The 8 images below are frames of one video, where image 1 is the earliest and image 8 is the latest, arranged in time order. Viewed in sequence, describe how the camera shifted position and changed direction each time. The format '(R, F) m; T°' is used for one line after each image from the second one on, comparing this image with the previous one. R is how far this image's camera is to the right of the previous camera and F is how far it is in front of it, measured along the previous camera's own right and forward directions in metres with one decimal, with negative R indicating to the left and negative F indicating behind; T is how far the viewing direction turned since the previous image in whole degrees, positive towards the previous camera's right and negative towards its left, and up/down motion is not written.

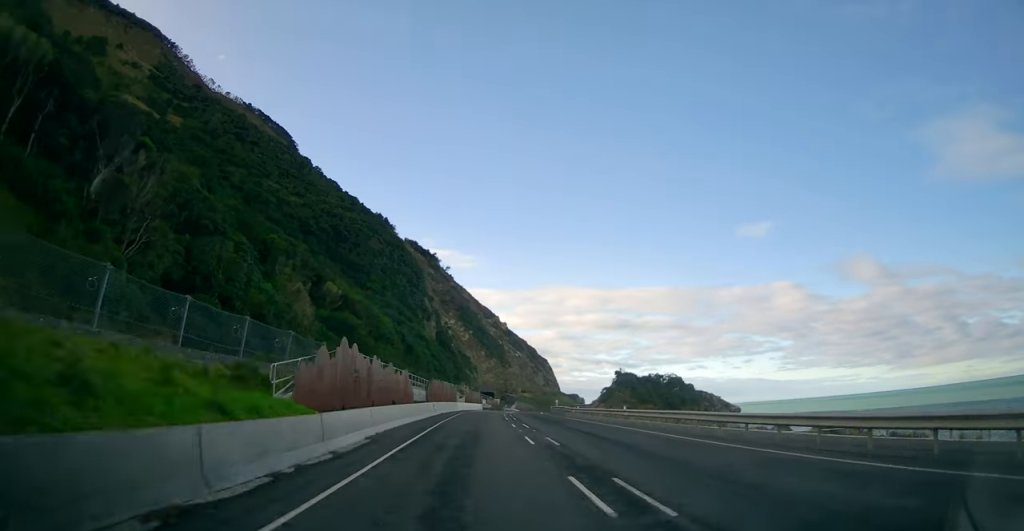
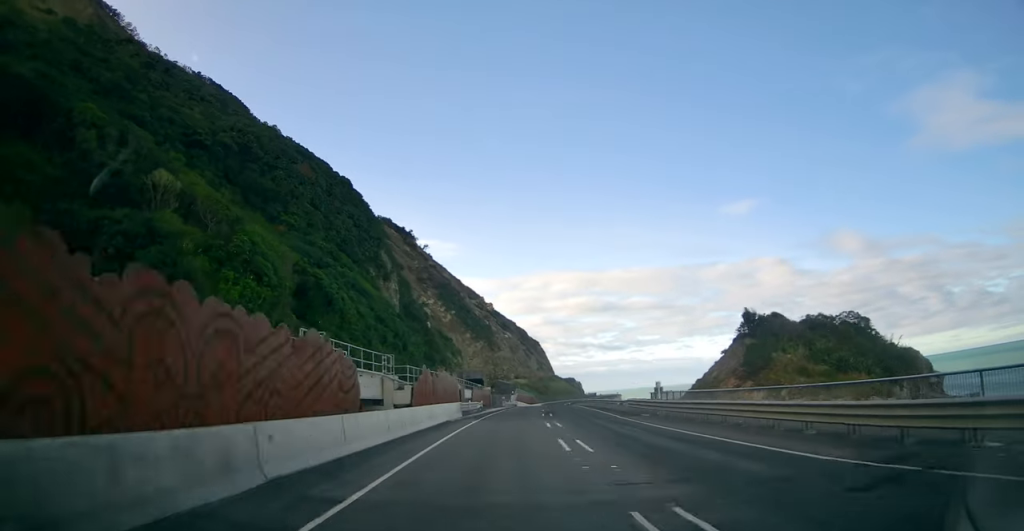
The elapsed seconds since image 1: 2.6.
(-1.4, +52.4) m; 0°
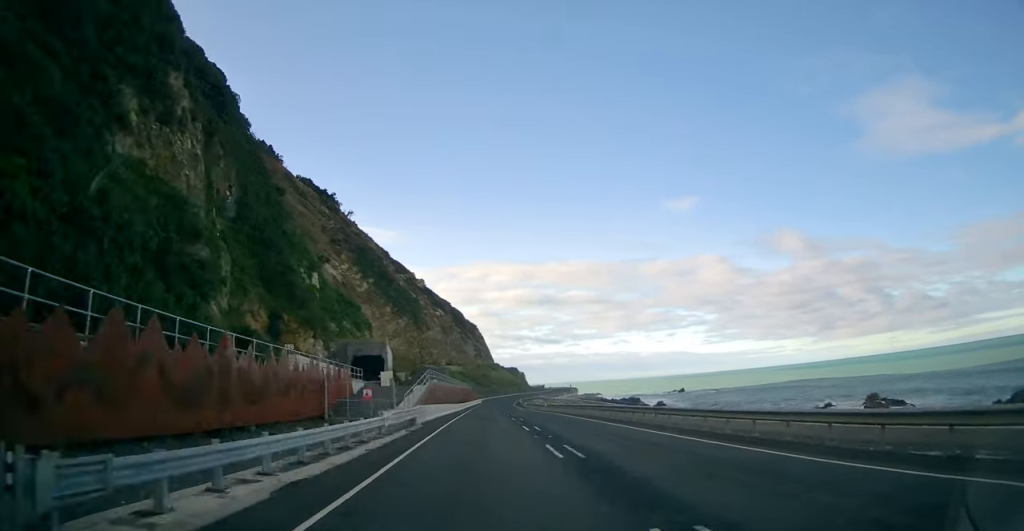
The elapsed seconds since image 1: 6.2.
(+3.0, +73.2) m; +4°
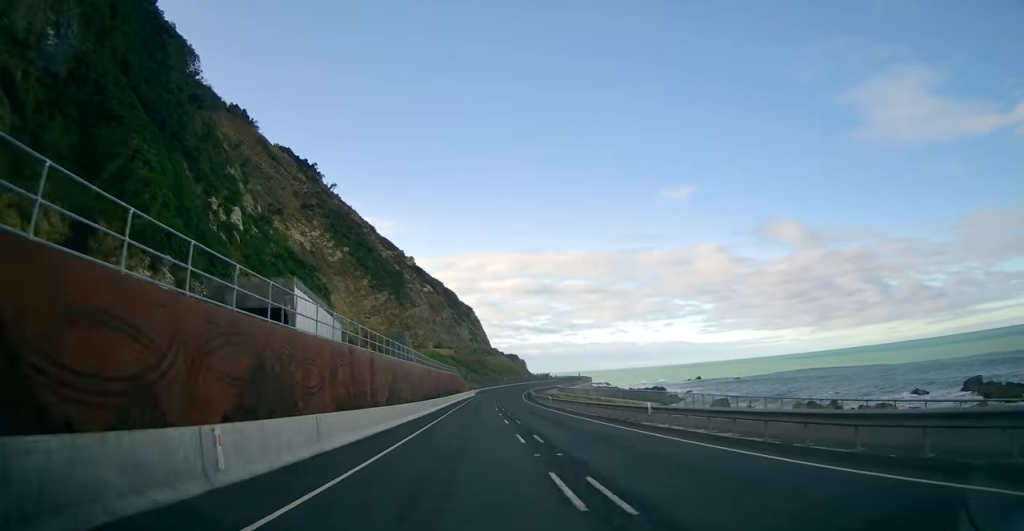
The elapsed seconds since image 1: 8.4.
(+0.6, +45.3) m; +1°
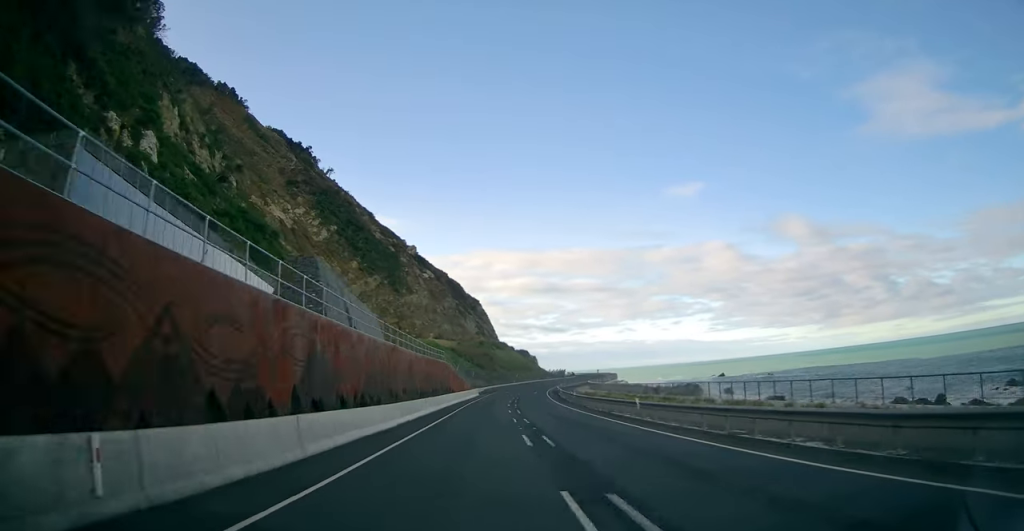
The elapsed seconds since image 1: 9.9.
(+0.1, +31.1) m; 0°
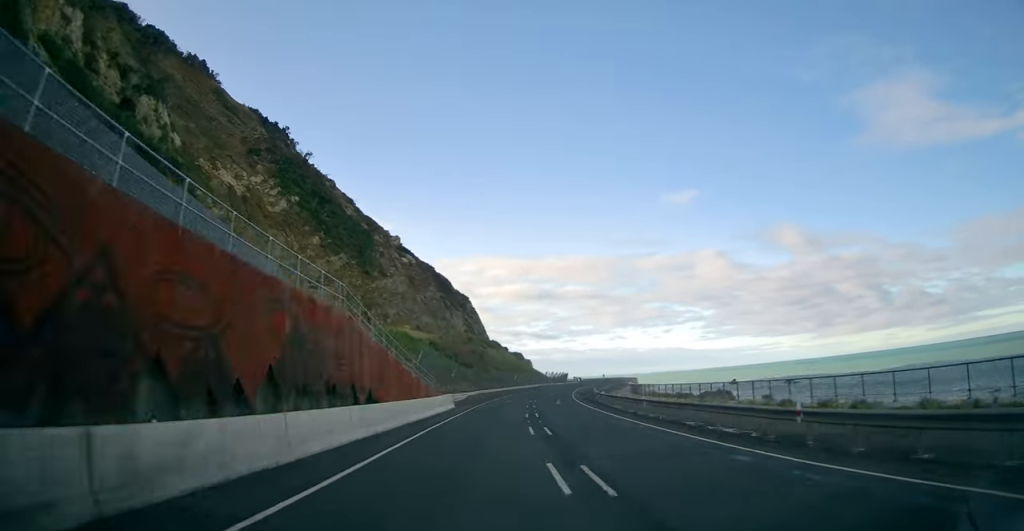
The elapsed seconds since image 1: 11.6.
(+0.2, +35.5) m; +2°
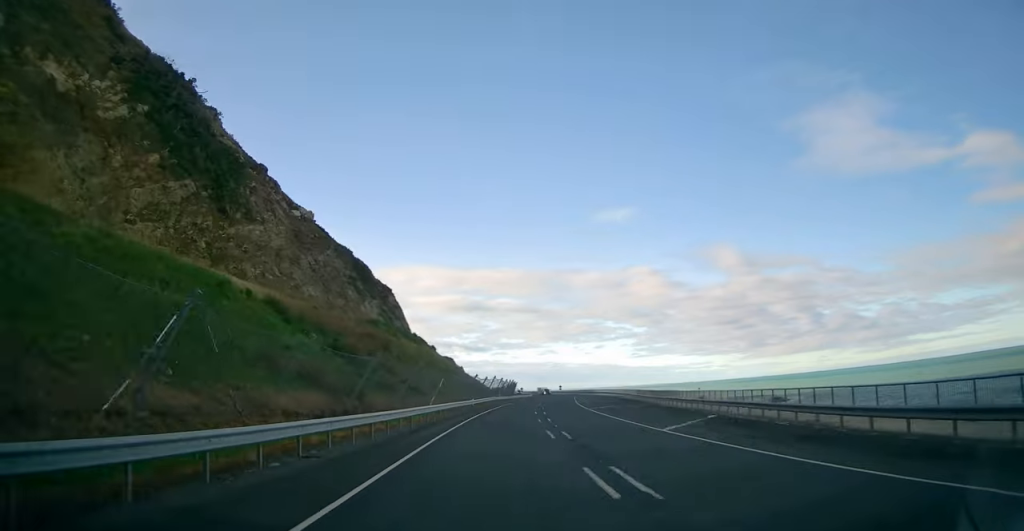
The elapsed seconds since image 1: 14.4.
(+1.4, +58.7) m; +5°
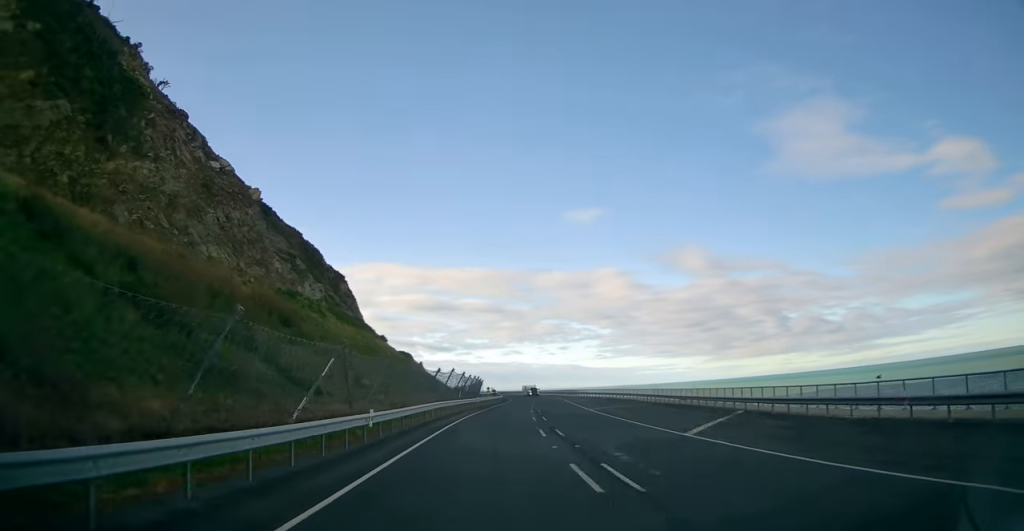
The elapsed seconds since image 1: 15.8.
(+1.0, +29.5) m; +3°
